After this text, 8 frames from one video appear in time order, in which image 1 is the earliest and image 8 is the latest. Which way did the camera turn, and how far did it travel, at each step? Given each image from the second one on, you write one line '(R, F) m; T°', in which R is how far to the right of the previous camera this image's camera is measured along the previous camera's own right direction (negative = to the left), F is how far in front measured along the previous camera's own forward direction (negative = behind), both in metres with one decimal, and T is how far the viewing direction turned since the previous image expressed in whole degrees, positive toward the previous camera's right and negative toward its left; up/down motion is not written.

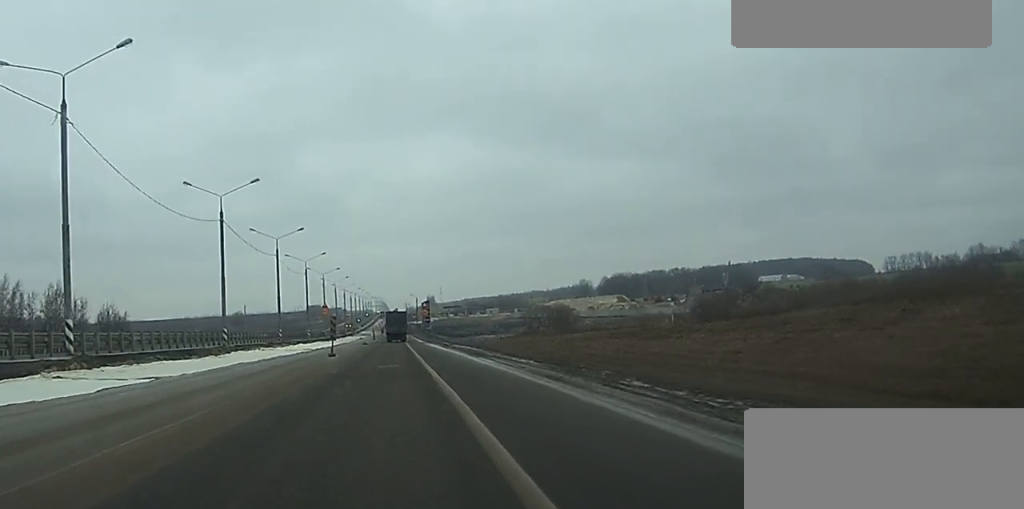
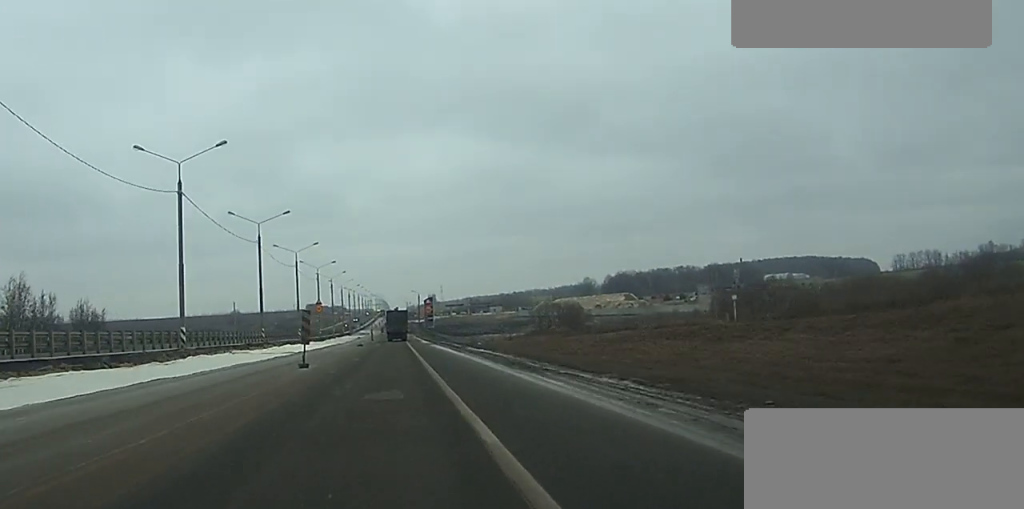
(0.0, +13.9) m; 0°
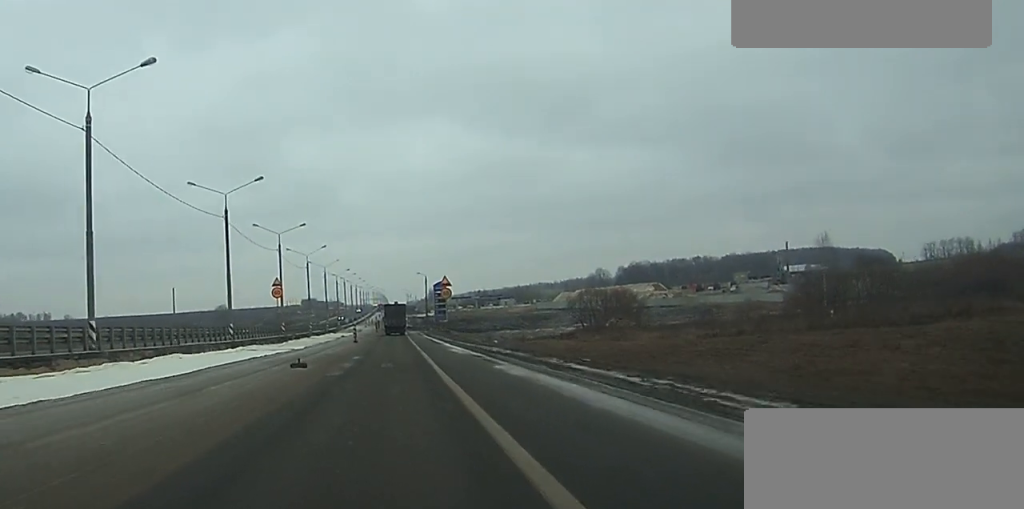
(-0.2, +49.9) m; 0°
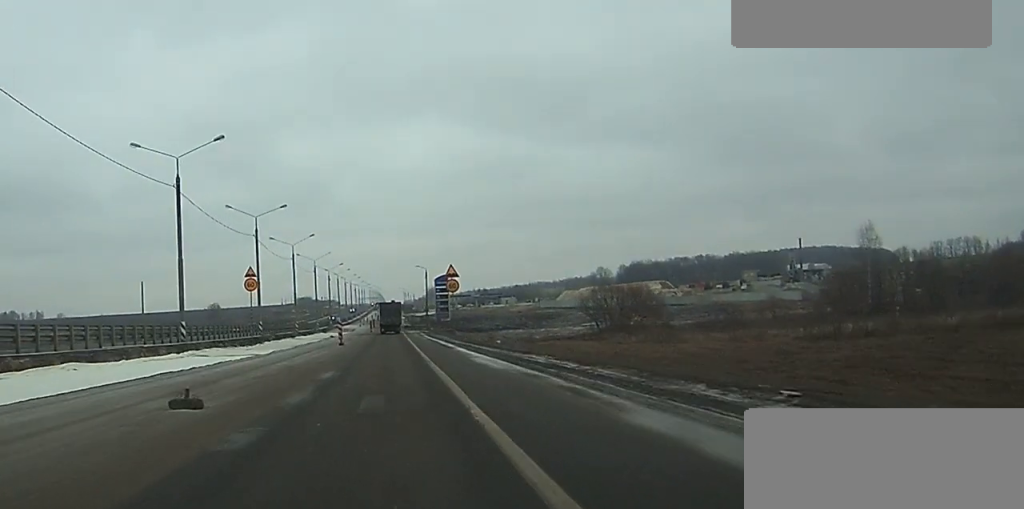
(0.0, +15.1) m; 0°
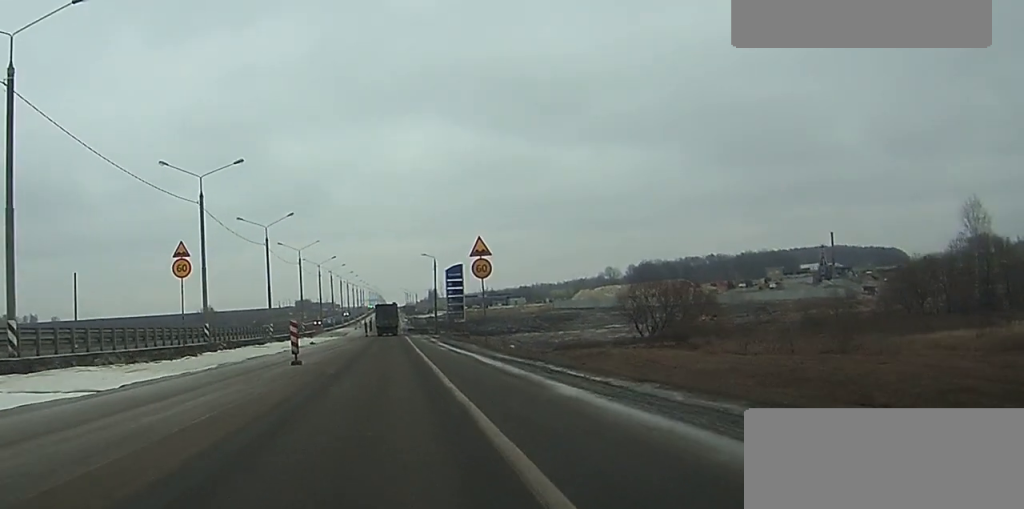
(0.0, +25.7) m; 0°
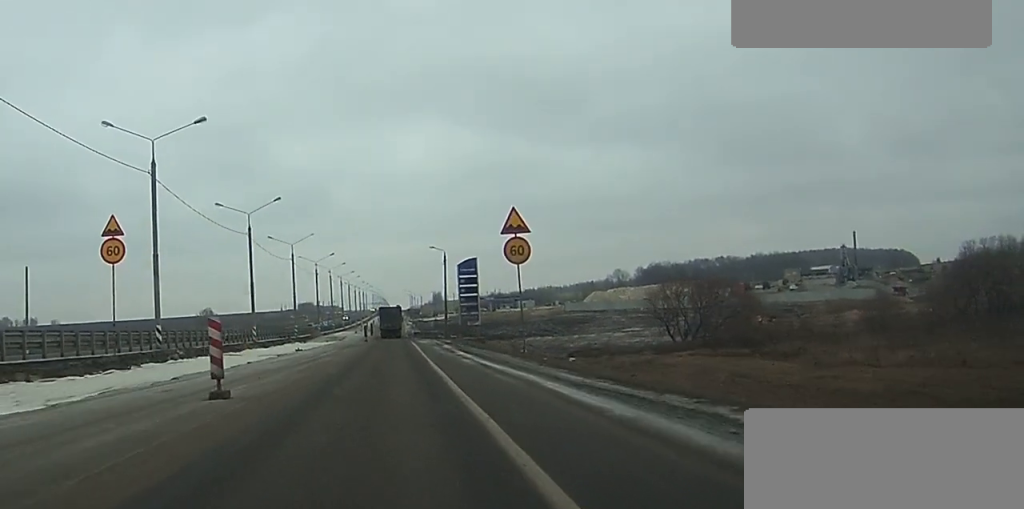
(0.0, +13.8) m; 0°
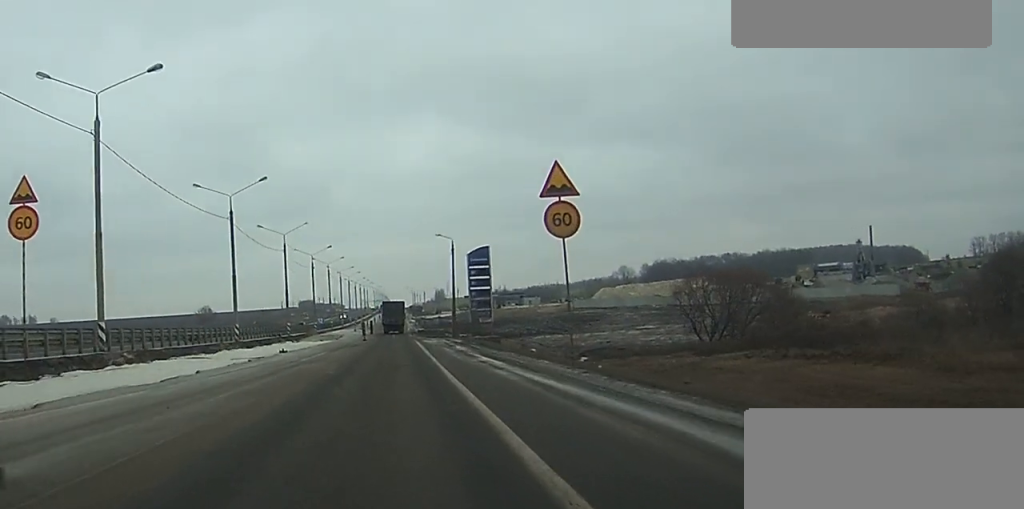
(0.0, +10.0) m; 0°
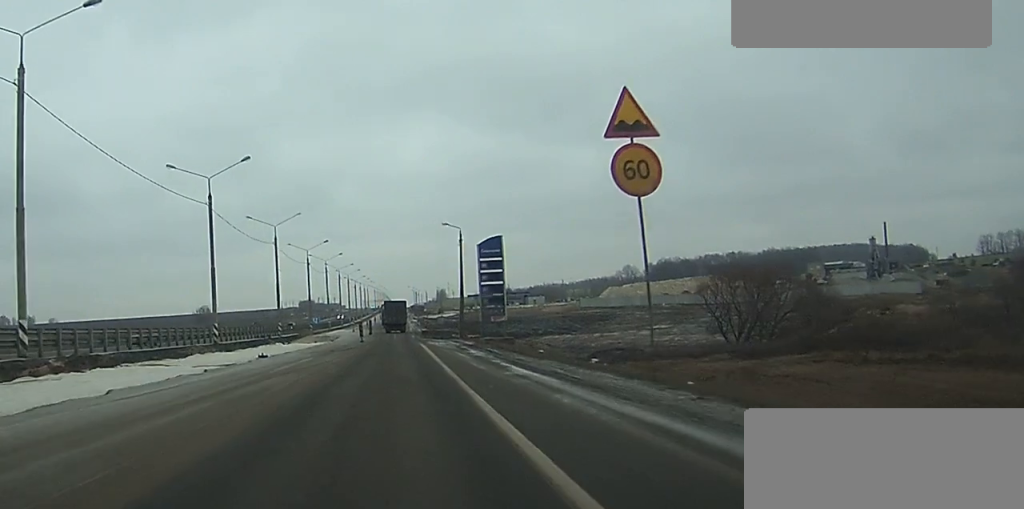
(0.0, +8.8) m; 0°
